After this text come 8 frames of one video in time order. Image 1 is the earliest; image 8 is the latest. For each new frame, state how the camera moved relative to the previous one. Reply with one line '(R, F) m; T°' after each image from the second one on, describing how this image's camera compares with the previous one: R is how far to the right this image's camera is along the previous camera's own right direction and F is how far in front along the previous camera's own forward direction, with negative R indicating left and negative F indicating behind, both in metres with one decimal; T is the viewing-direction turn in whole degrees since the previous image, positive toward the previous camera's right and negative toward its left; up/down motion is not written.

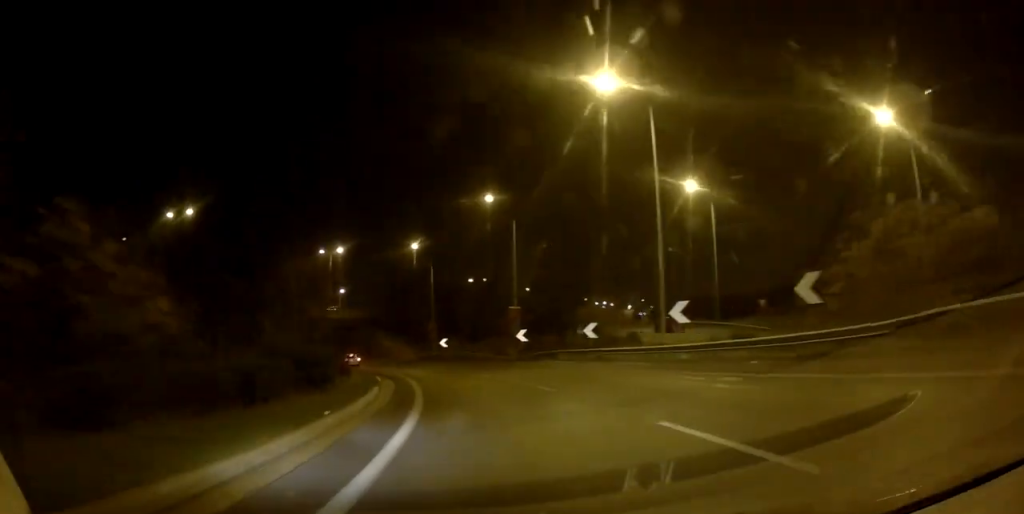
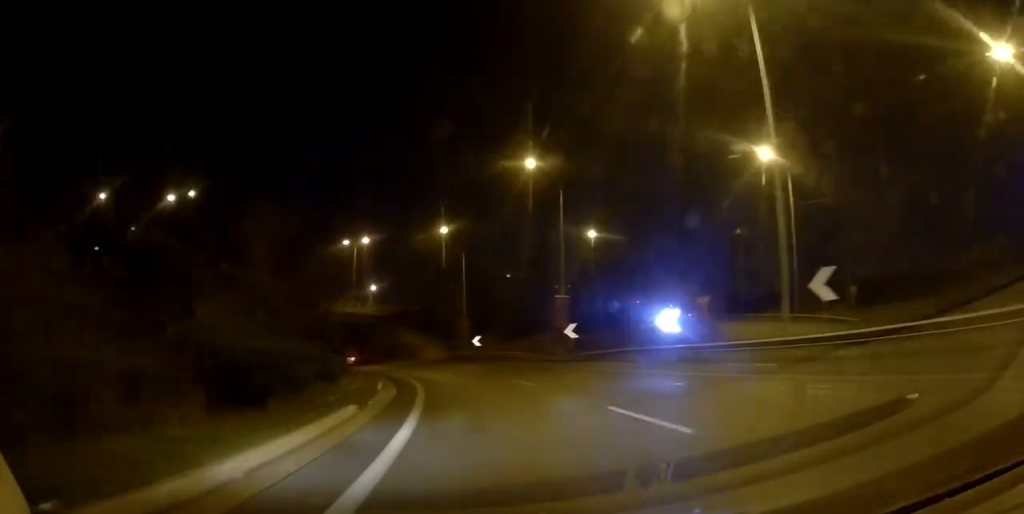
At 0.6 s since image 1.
(-0.6, +9.4) m; -5°
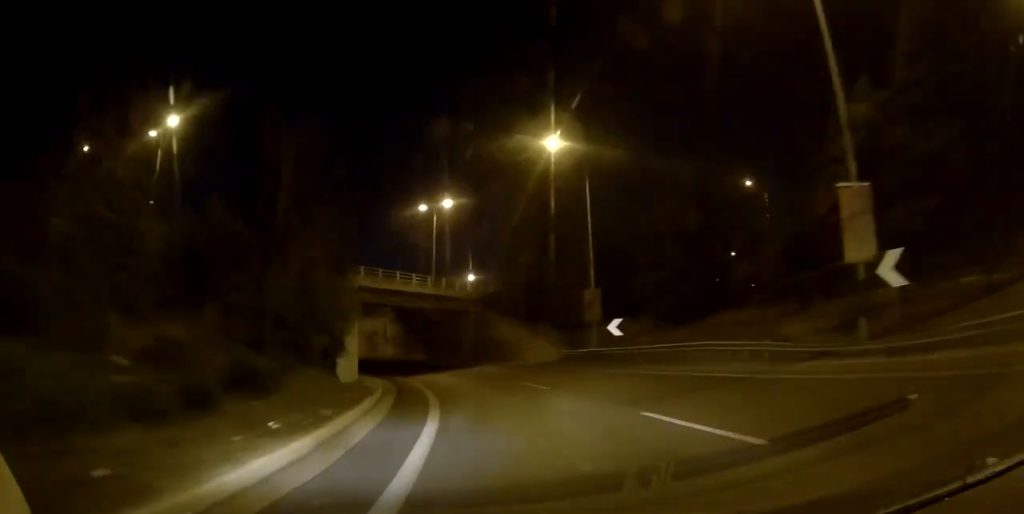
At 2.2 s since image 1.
(-2.4, +25.3) m; -10°
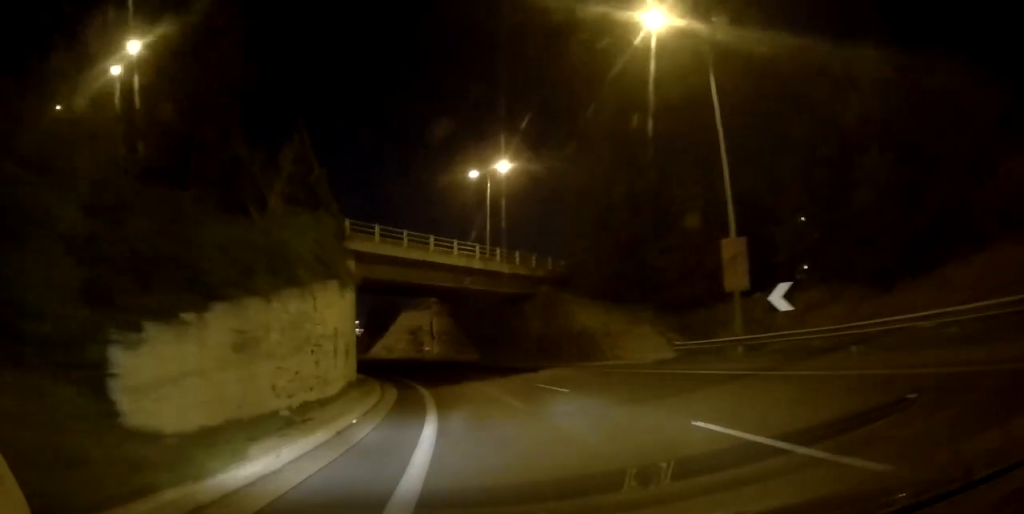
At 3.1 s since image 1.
(-0.5, +14.7) m; -6°
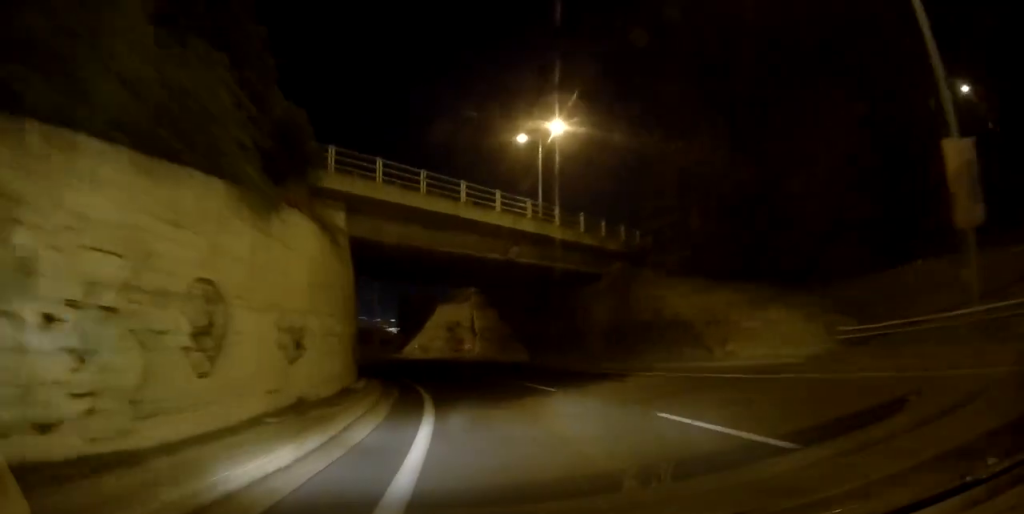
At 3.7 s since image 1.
(-0.6, +11.0) m; -4°
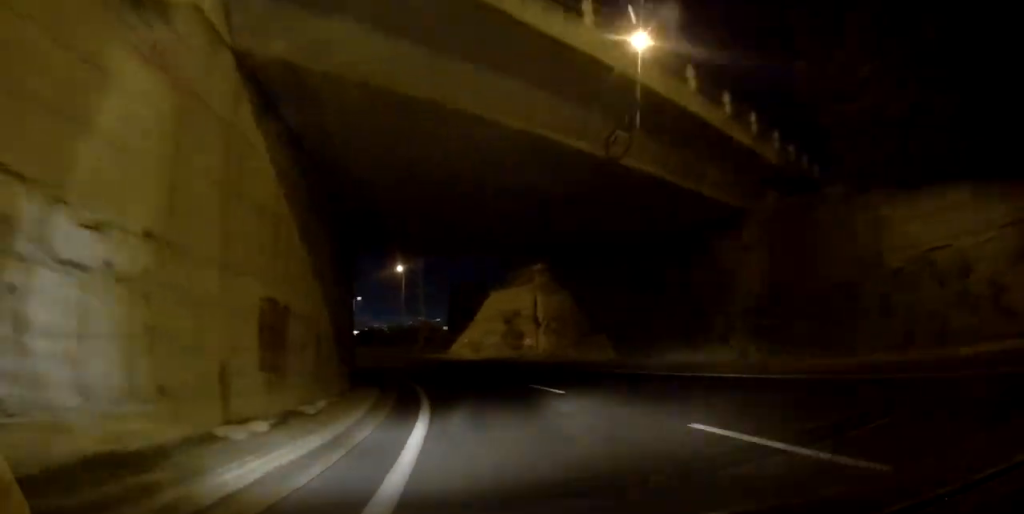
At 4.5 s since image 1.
(-0.7, +14.2) m; -2°
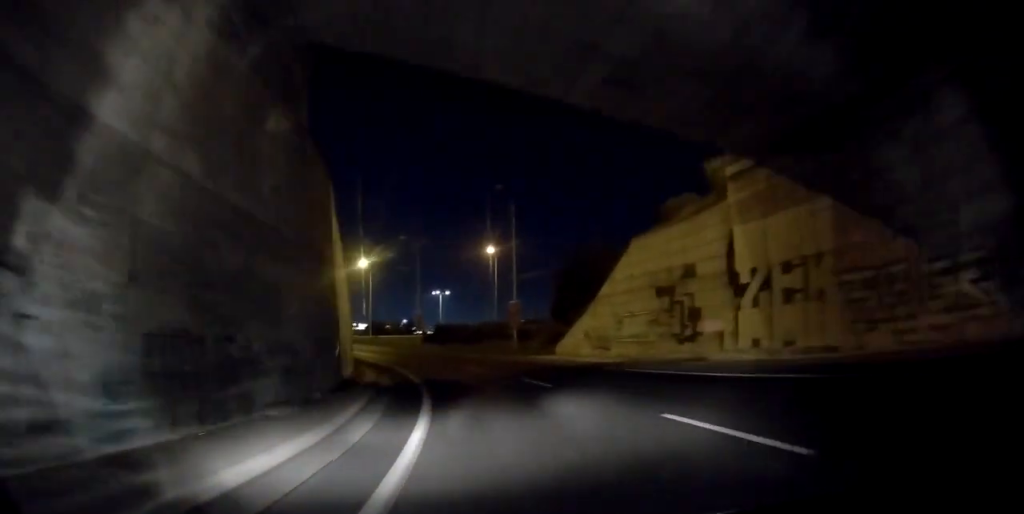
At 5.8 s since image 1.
(0.0, +23.7) m; -12°
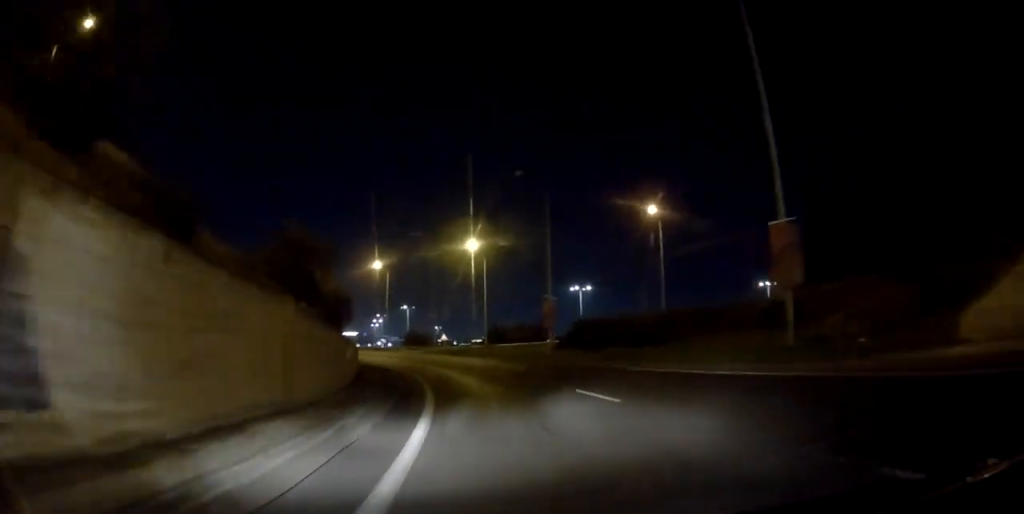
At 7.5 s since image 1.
(-8.7, +29.3) m; -22°
